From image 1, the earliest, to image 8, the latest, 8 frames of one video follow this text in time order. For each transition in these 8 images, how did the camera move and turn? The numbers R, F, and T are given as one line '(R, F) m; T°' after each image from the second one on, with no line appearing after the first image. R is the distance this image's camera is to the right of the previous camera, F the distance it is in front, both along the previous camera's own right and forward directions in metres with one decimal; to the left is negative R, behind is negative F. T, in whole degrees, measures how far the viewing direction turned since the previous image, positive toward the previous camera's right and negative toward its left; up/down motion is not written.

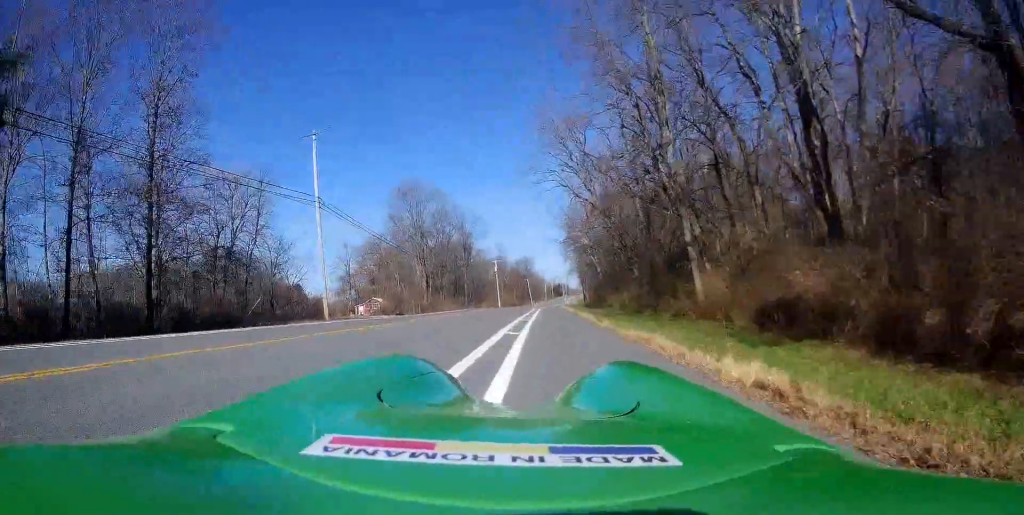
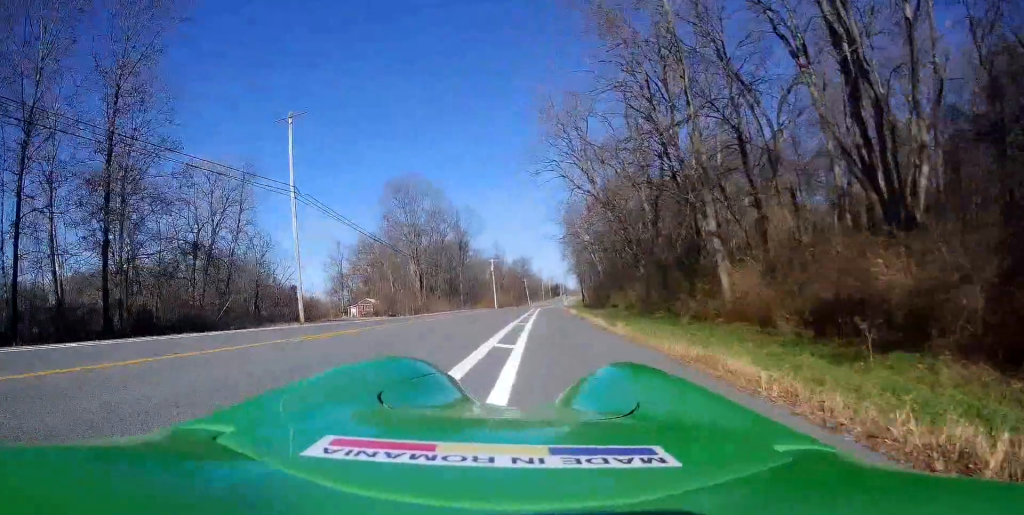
(+0.1, +3.6) m; +1°
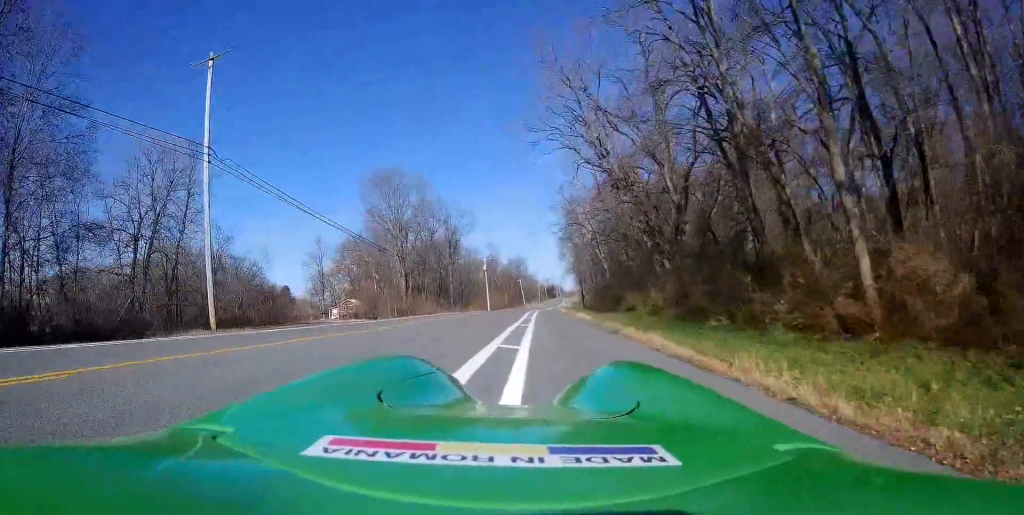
(+0.1, +9.0) m; +3°
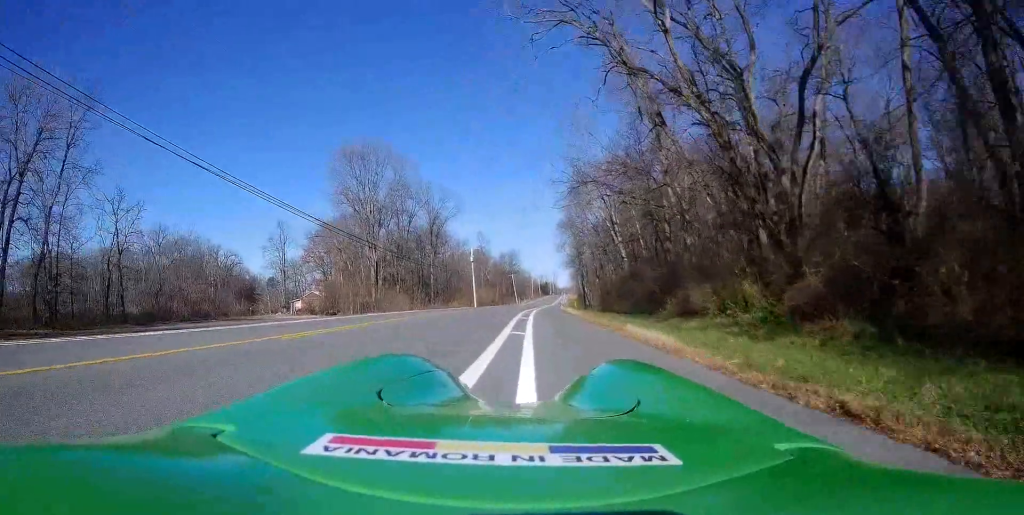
(+0.1, +14.9) m; 0°
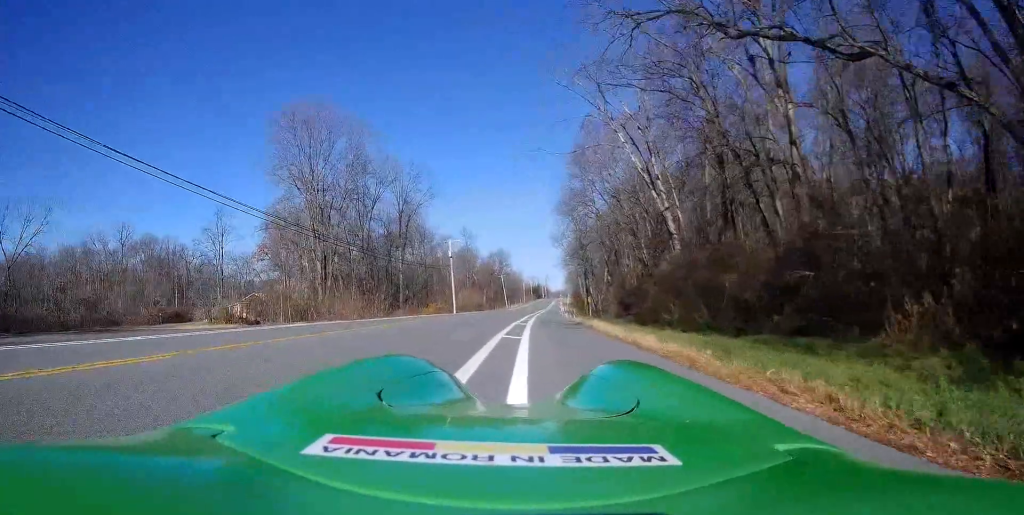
(0.0, +18.9) m; -2°
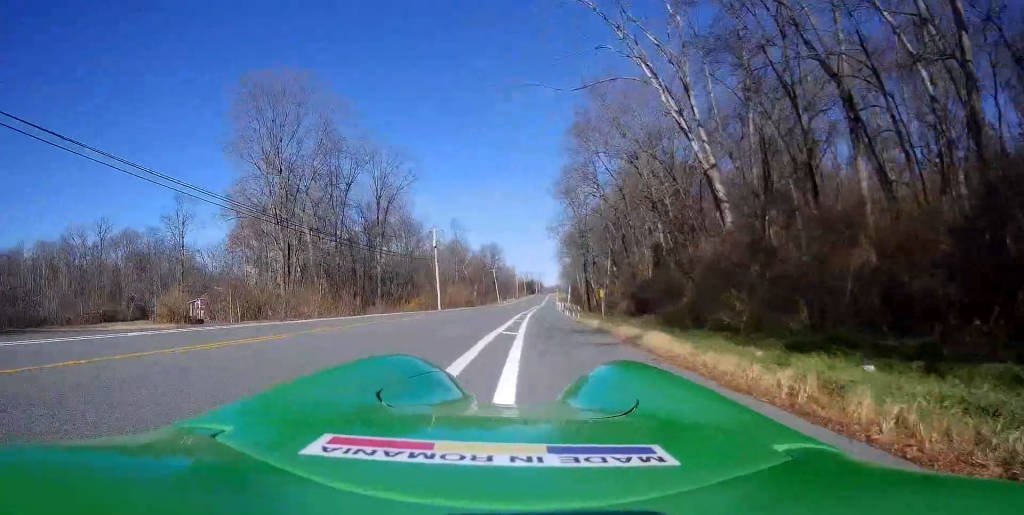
(-0.1, +8.6) m; -1°
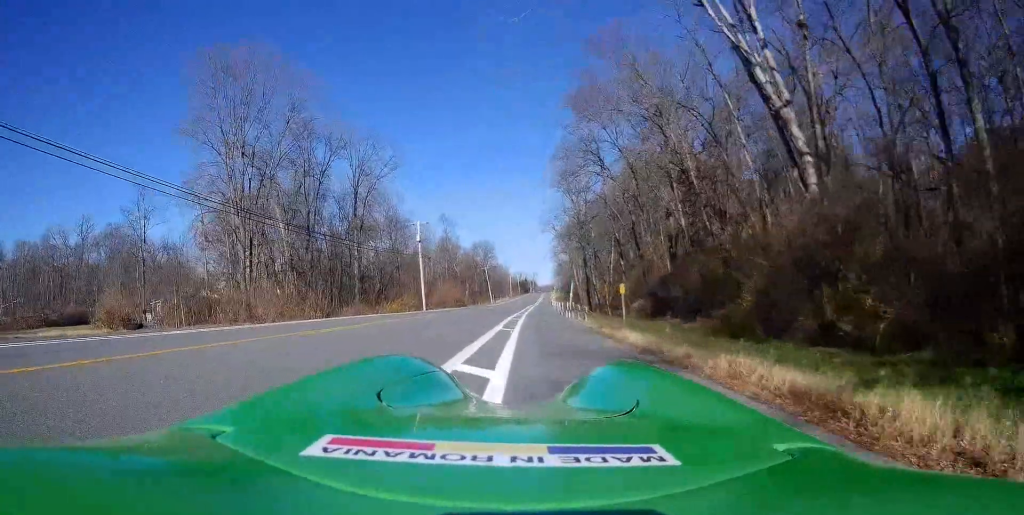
(0.0, +7.1) m; 0°
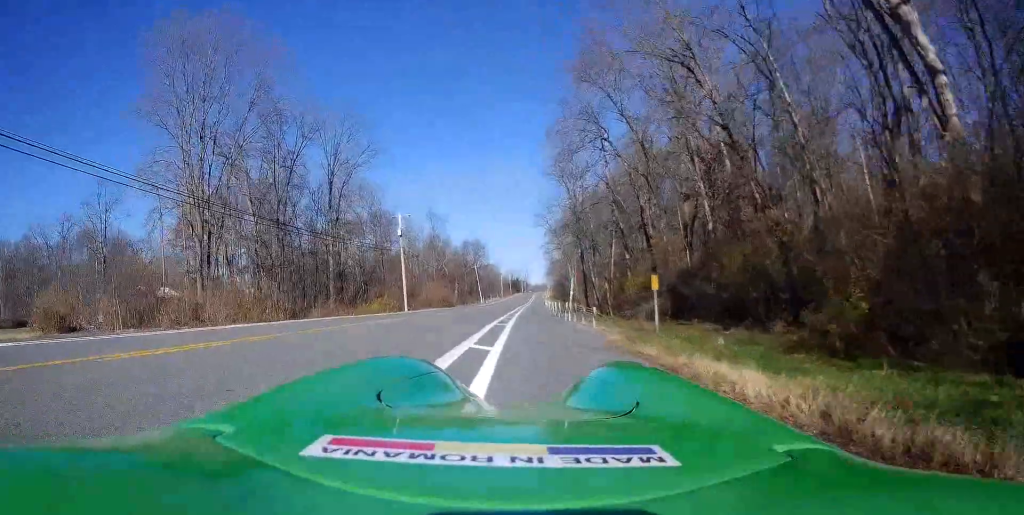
(0.0, +6.0) m; 0°
